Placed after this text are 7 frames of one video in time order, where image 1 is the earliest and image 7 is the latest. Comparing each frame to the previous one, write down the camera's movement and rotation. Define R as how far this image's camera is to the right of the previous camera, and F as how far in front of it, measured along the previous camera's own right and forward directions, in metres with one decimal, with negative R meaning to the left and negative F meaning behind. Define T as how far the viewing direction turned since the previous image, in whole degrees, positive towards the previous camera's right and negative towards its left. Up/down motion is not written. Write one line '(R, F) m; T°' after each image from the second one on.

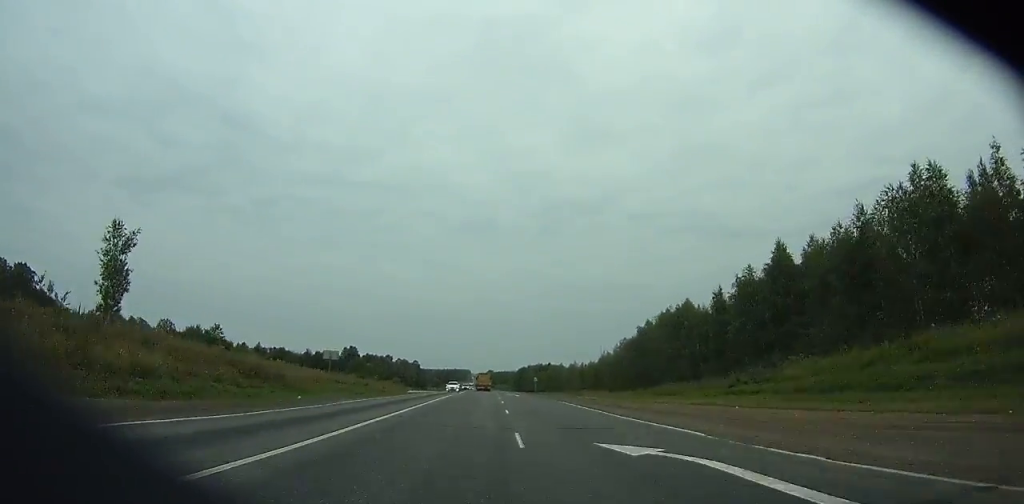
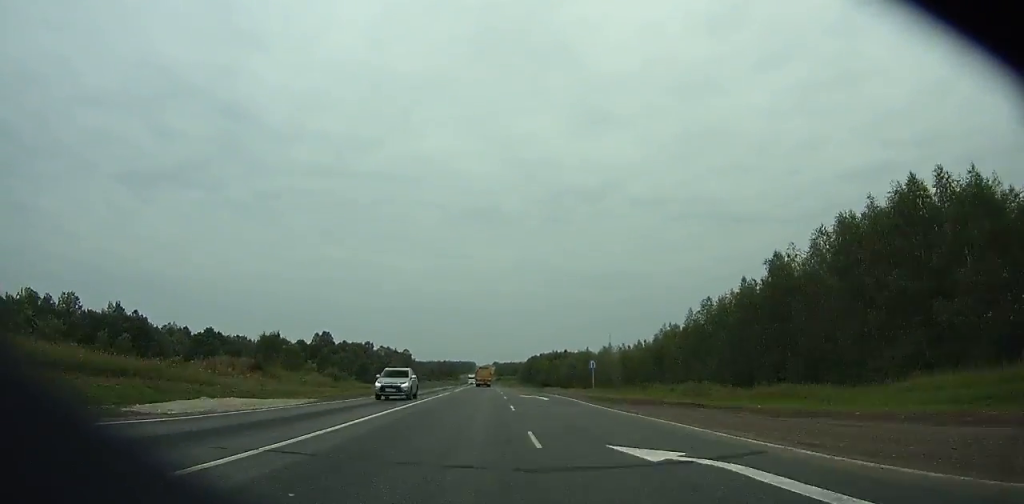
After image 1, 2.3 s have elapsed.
(-0.1, +59.1) m; 0°
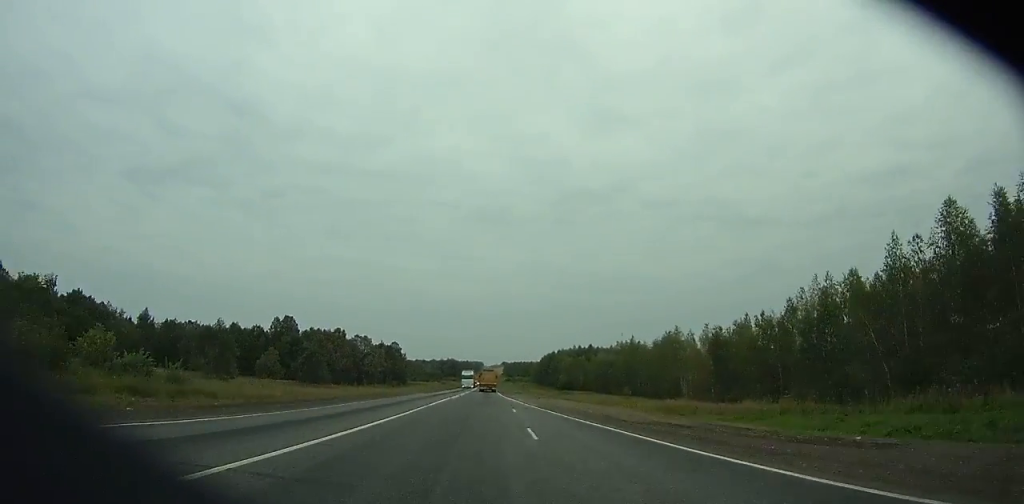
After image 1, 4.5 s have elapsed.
(-0.3, +56.2) m; -1°
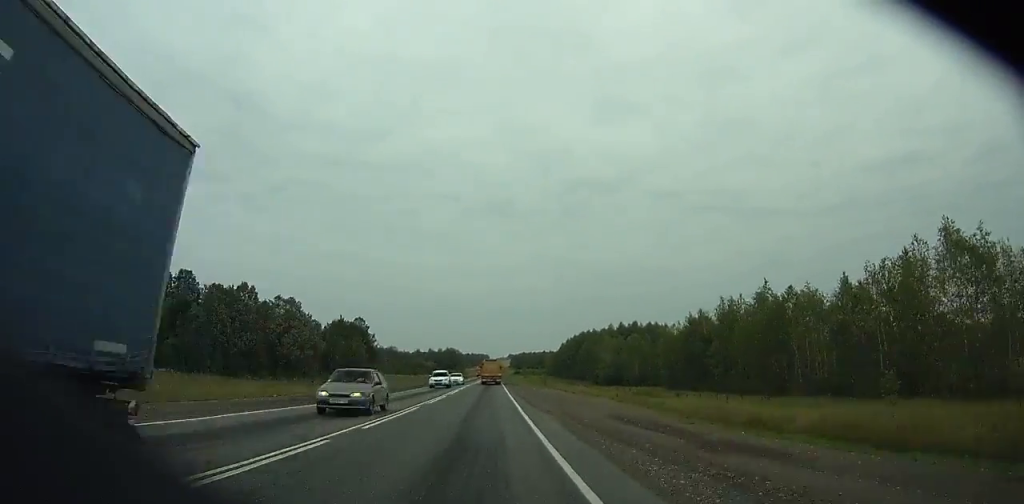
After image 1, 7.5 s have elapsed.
(-0.5, +75.6) m; -1°
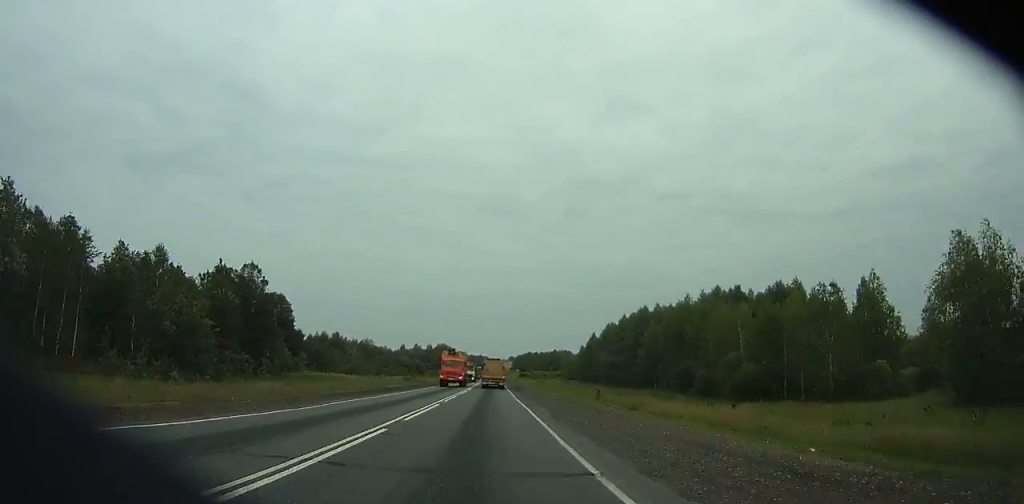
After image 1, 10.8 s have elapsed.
(-0.7, +81.4) m; 0°
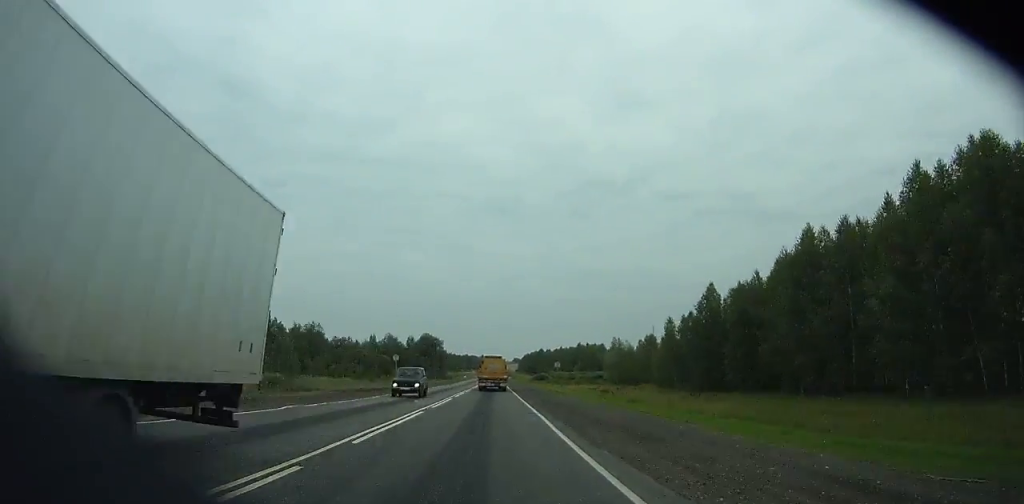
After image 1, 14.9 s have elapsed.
(+0.2, +98.5) m; 0°
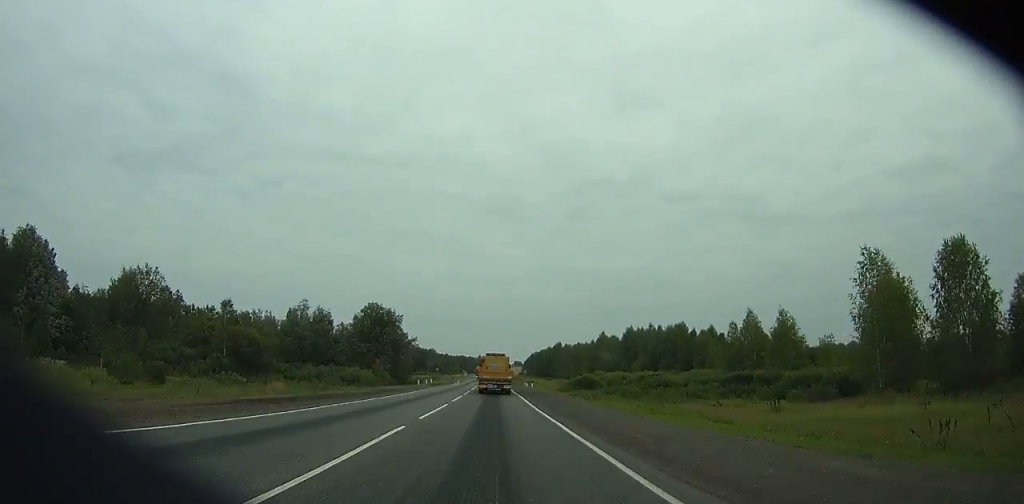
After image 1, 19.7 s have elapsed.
(-0.8, +111.1) m; 0°
